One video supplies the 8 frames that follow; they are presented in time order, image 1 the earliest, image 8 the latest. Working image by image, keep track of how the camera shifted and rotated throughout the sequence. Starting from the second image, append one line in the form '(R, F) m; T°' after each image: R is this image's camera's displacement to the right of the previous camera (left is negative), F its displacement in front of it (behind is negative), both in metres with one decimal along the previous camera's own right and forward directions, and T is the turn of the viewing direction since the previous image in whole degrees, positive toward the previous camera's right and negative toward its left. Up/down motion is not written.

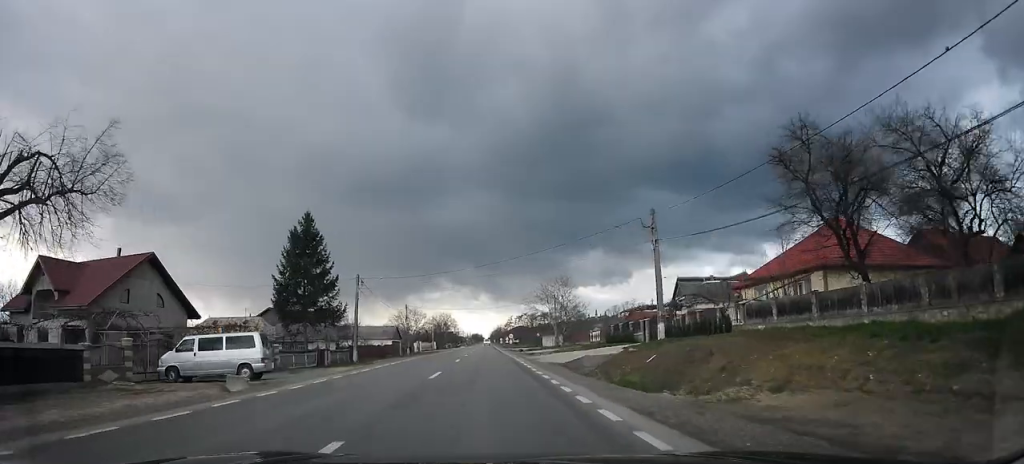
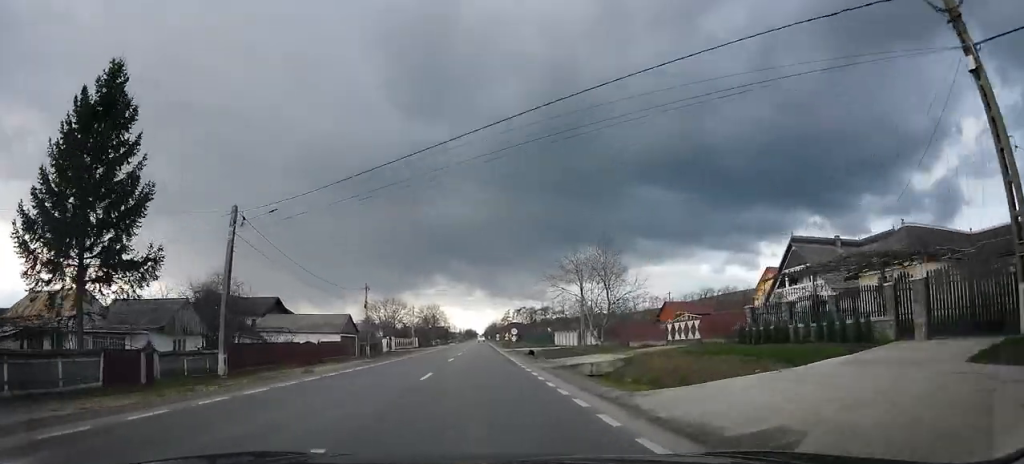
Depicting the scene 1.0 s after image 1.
(-0.3, +25.3) m; 0°
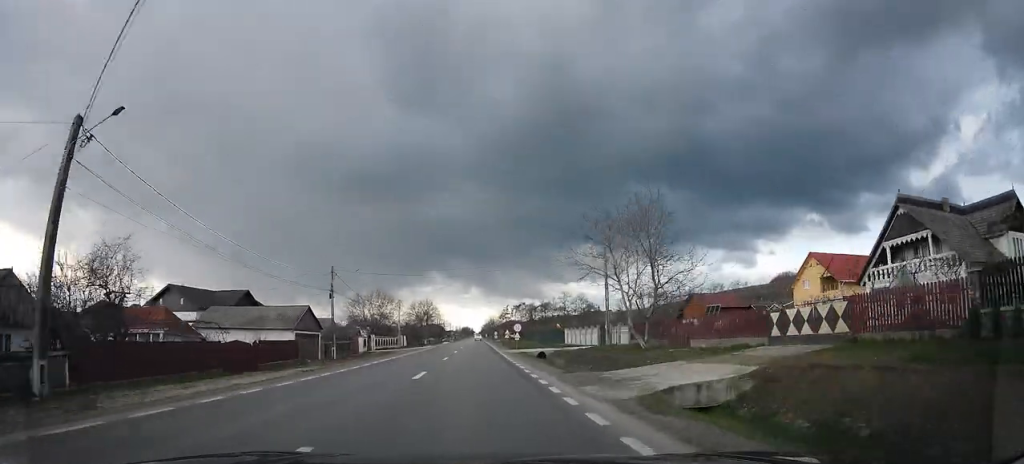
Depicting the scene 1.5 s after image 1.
(+0.1, +12.2) m; +1°
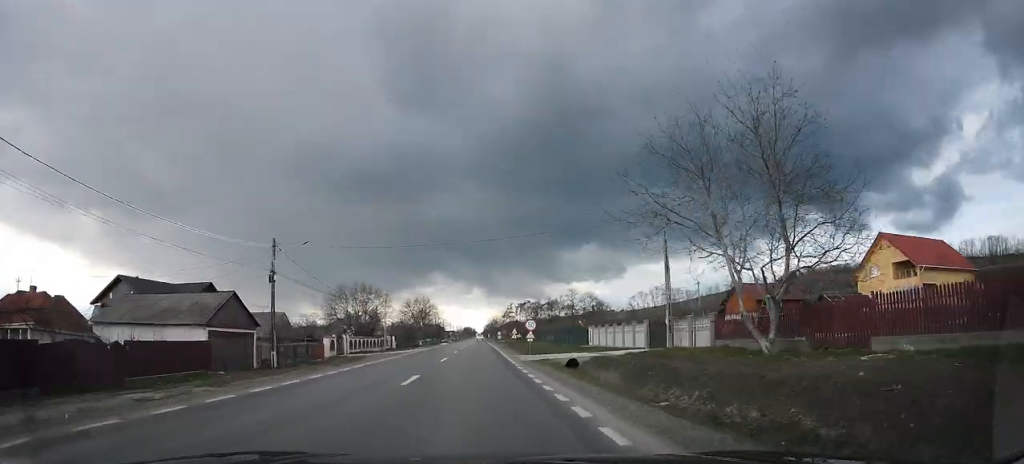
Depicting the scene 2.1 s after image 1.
(0.0, +13.7) m; 0°
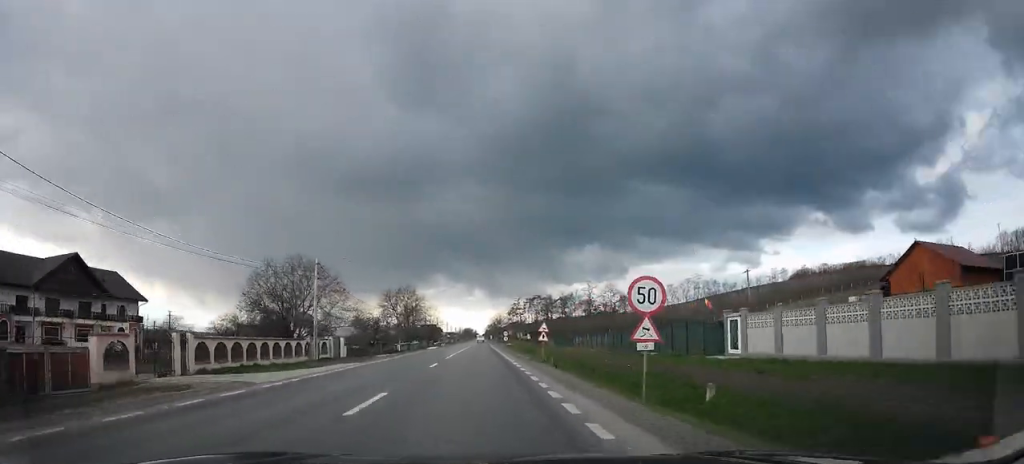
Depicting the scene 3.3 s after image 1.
(0.0, +29.8) m; +1°
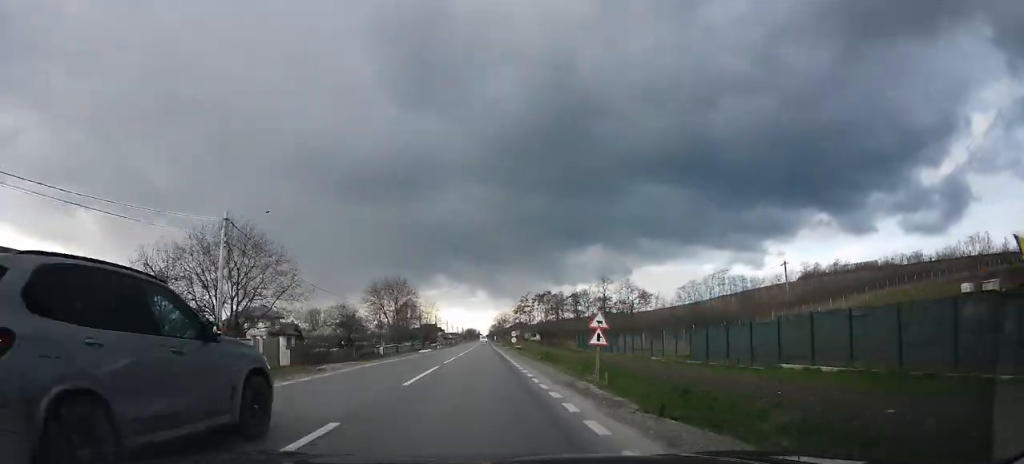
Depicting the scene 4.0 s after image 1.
(+0.2, +15.9) m; +1°
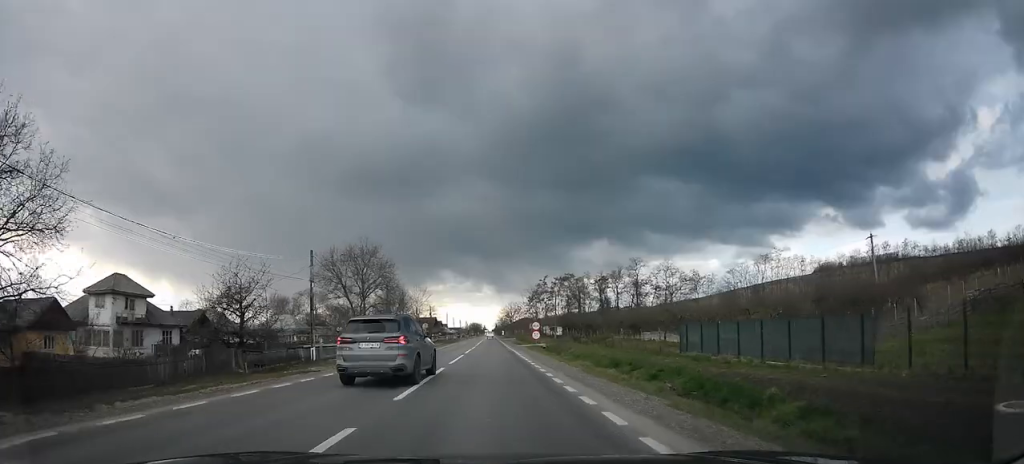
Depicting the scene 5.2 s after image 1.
(+0.3, +27.6) m; 0°
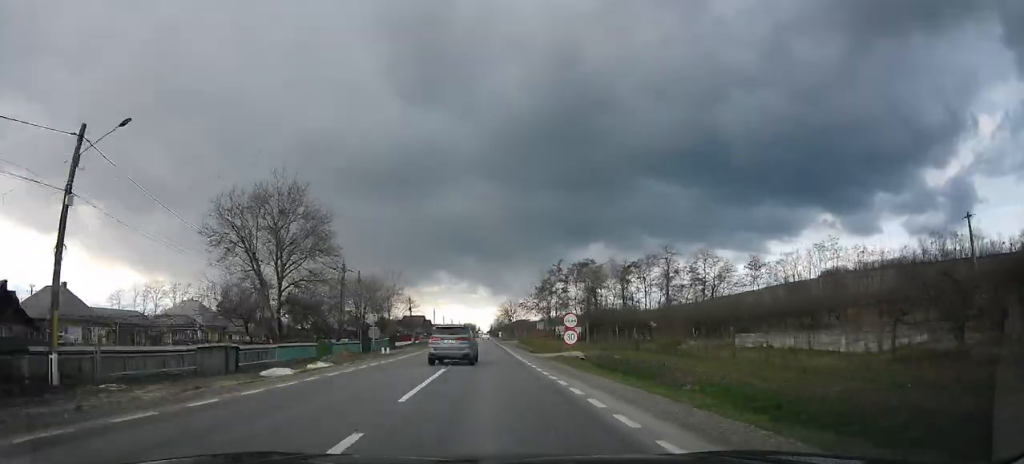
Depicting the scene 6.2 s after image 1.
(0.0, +24.2) m; 0°
